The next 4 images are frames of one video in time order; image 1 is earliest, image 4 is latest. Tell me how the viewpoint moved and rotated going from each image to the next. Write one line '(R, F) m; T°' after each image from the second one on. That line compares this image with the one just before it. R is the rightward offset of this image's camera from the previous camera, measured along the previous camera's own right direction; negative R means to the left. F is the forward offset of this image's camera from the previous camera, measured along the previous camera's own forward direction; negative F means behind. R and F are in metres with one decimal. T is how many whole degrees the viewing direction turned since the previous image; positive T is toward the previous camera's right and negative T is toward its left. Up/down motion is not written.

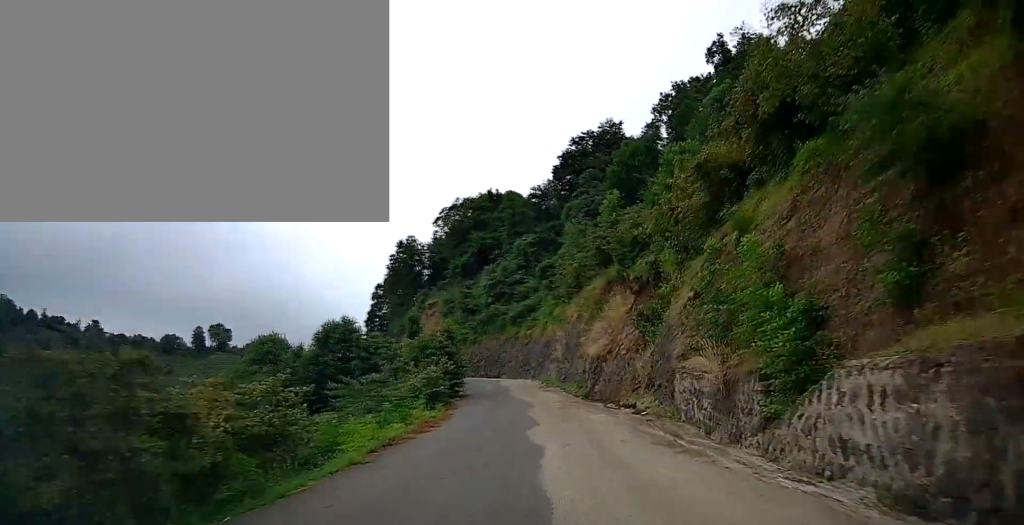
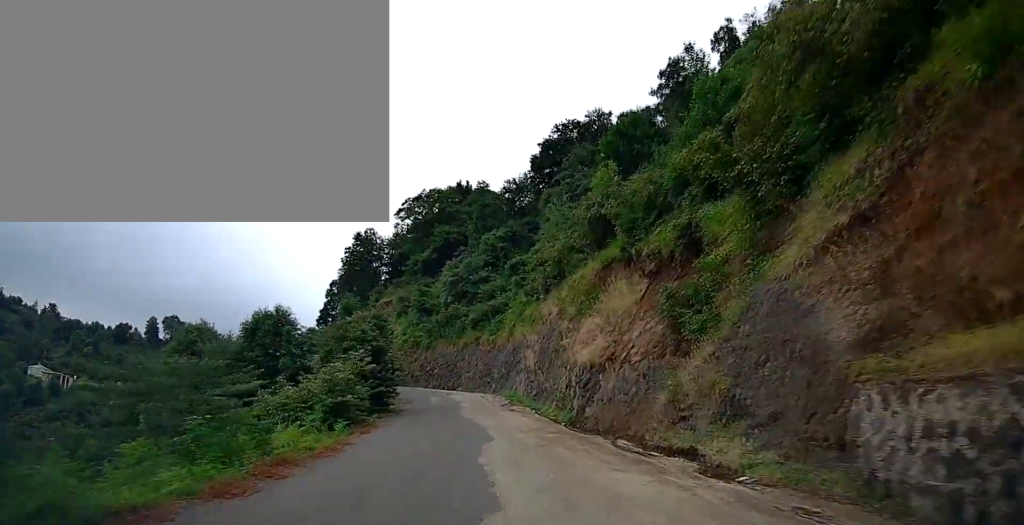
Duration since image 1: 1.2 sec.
(+0.2, +11.0) m; +2°
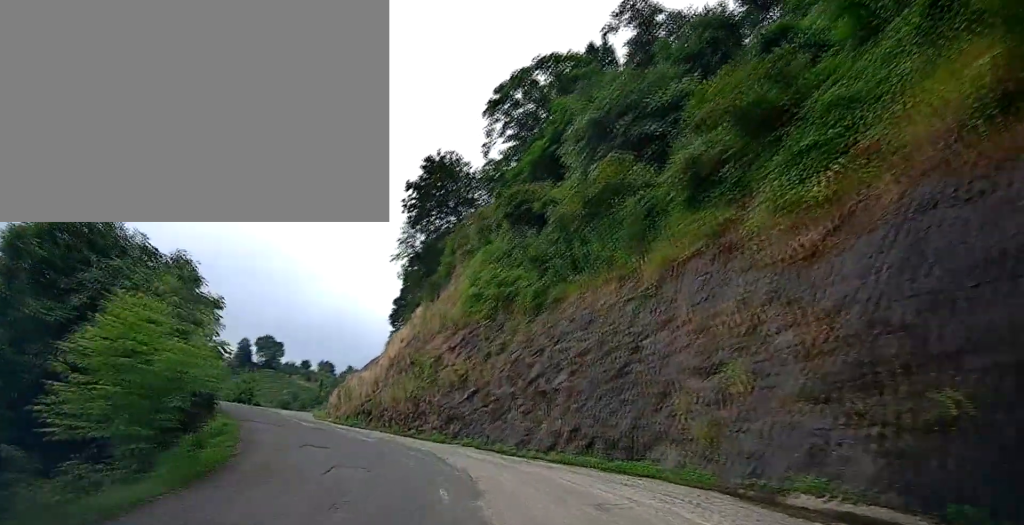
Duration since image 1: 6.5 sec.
(-3.2, +45.5) m; -14°
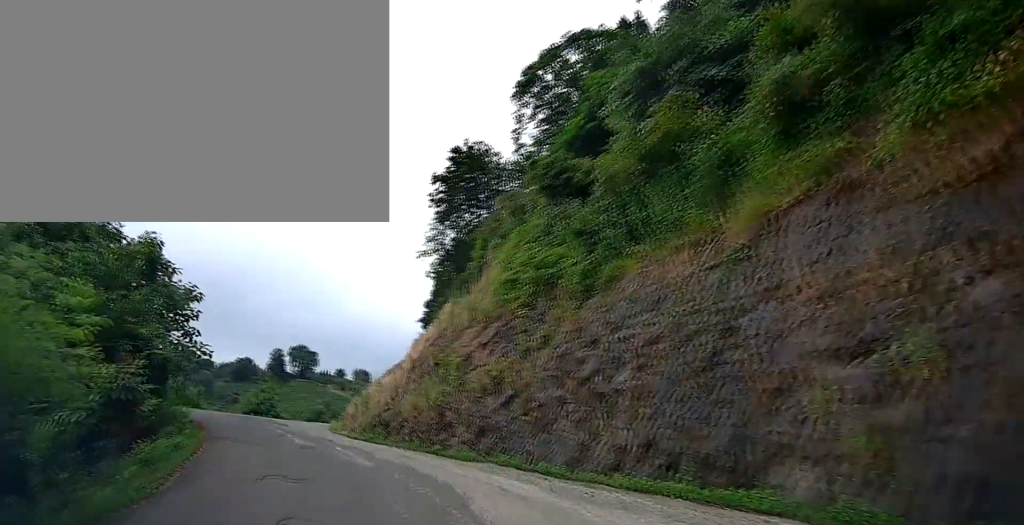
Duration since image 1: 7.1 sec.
(-0.1, +4.1) m; -3°
